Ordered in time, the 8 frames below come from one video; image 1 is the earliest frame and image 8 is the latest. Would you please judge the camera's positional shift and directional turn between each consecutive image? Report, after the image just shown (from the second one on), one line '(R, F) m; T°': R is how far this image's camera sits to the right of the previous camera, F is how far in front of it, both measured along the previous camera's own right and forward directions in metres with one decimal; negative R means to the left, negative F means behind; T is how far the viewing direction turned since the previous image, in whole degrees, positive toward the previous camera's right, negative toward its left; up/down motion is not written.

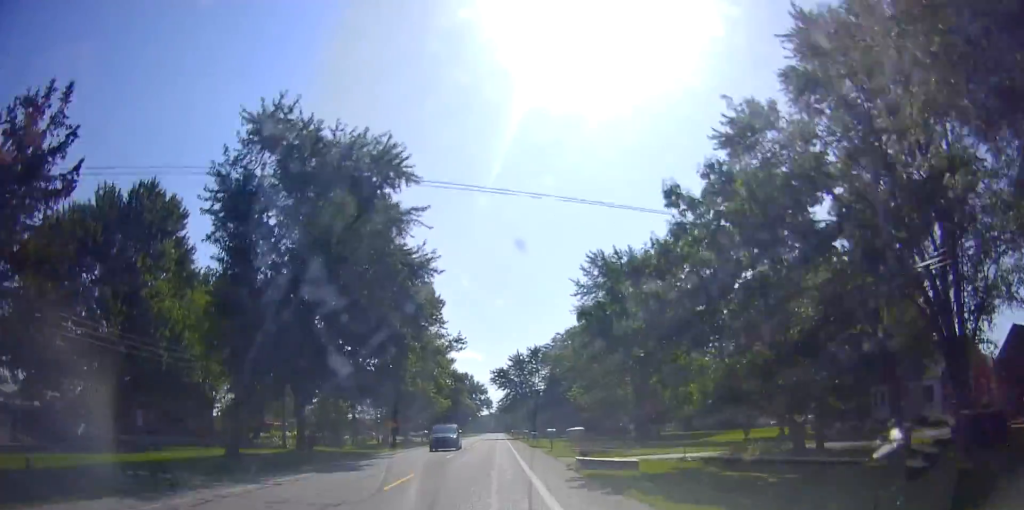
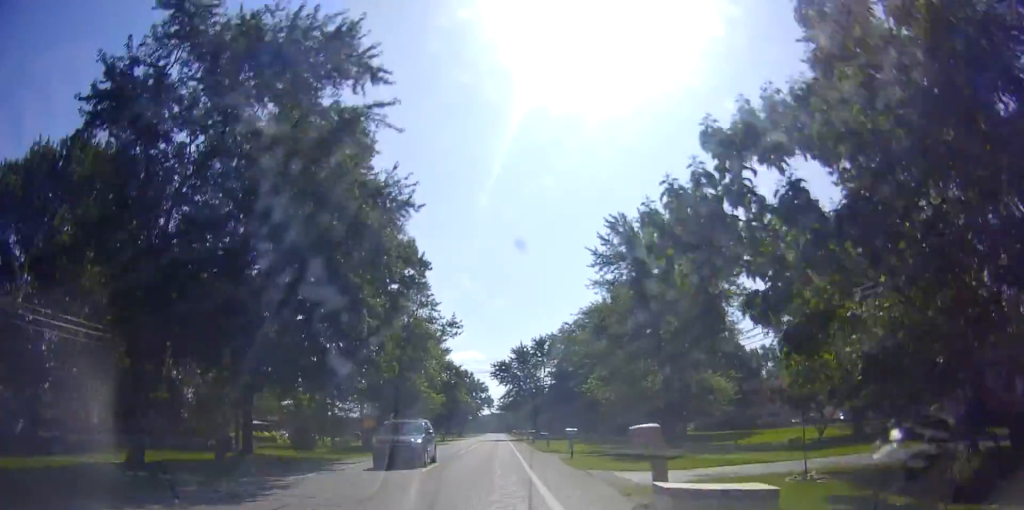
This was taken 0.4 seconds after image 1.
(-0.1, +9.3) m; 0°
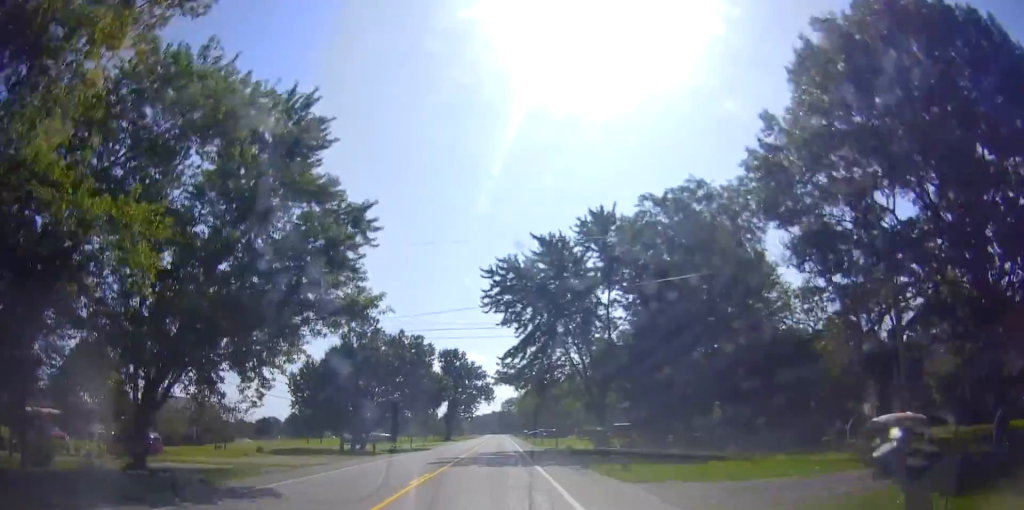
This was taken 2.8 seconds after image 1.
(-0.1, +51.2) m; 0°
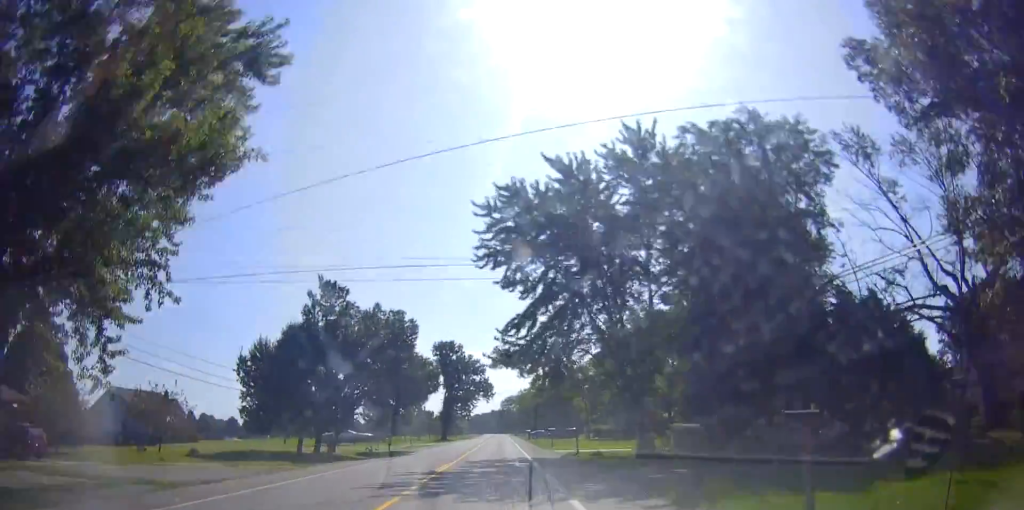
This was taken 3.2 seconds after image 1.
(+0.1, +10.2) m; -1°
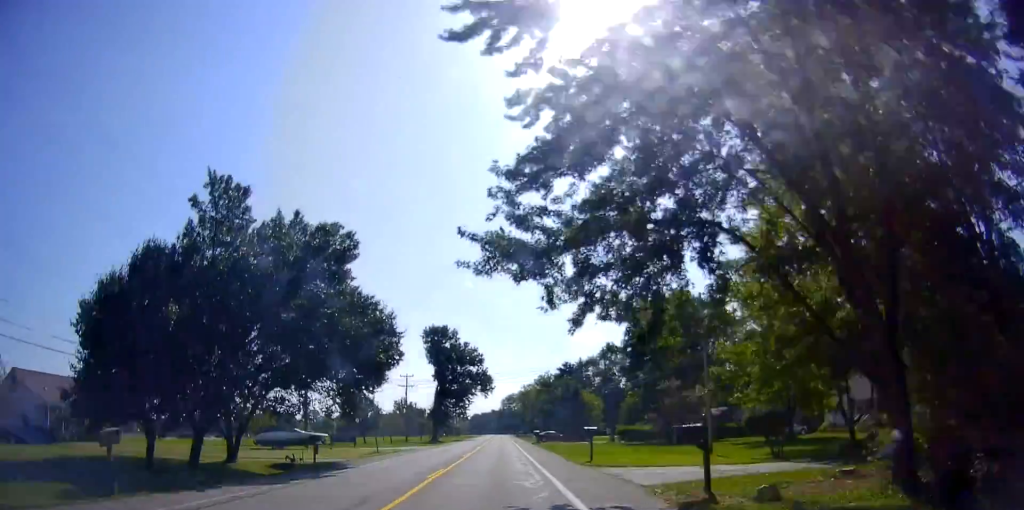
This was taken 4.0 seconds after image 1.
(-0.2, +17.6) m; -1°
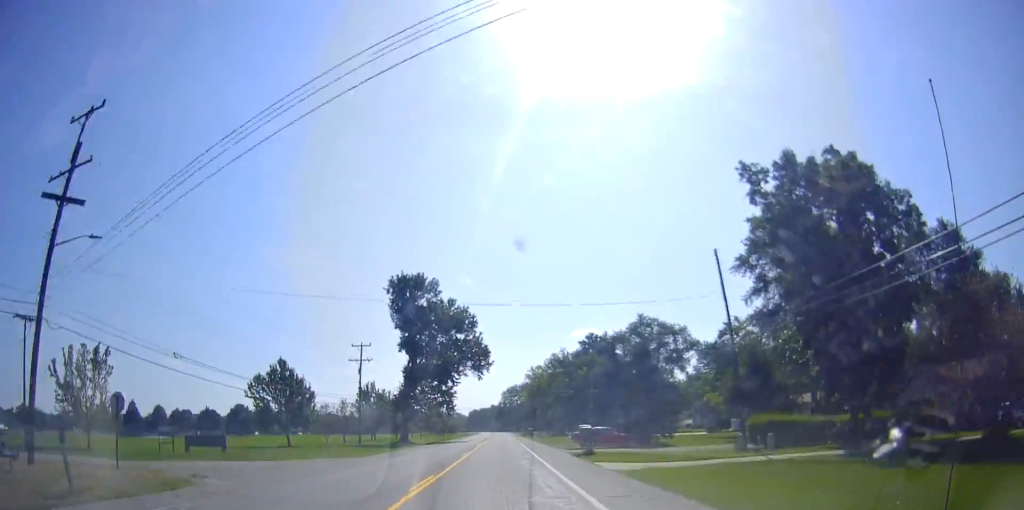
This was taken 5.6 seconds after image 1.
(+0.3, +35.4) m; +1°
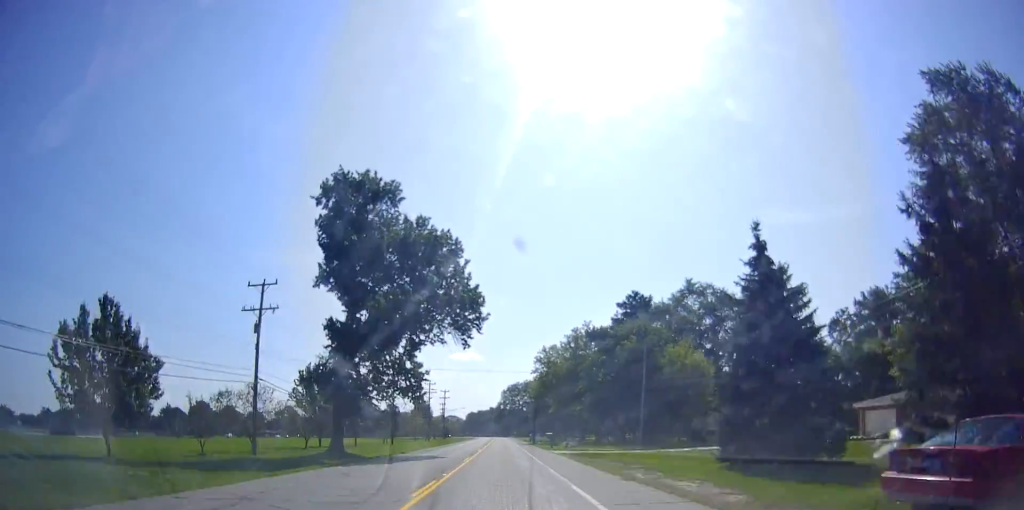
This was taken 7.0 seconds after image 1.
(+0.3, +30.8) m; +1°
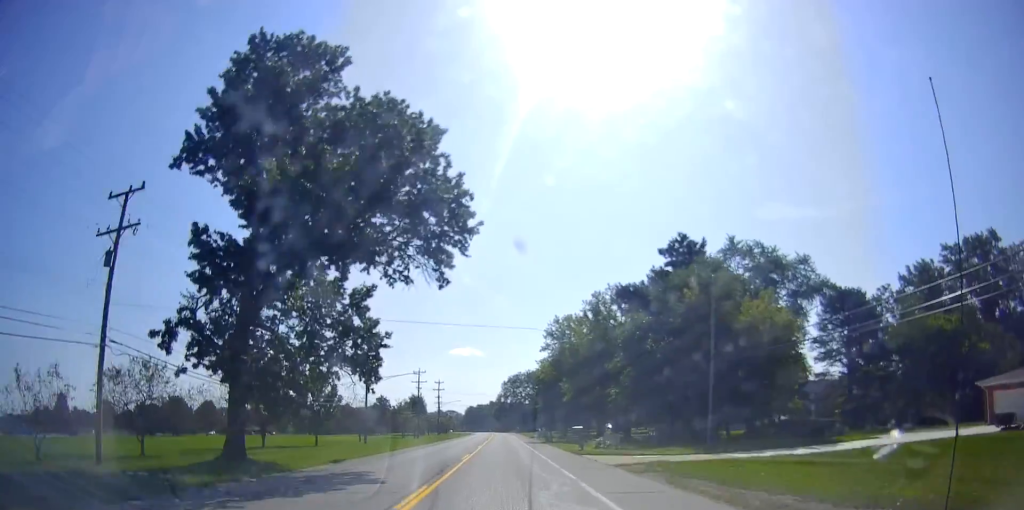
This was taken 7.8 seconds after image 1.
(+0.3, +17.6) m; 0°
